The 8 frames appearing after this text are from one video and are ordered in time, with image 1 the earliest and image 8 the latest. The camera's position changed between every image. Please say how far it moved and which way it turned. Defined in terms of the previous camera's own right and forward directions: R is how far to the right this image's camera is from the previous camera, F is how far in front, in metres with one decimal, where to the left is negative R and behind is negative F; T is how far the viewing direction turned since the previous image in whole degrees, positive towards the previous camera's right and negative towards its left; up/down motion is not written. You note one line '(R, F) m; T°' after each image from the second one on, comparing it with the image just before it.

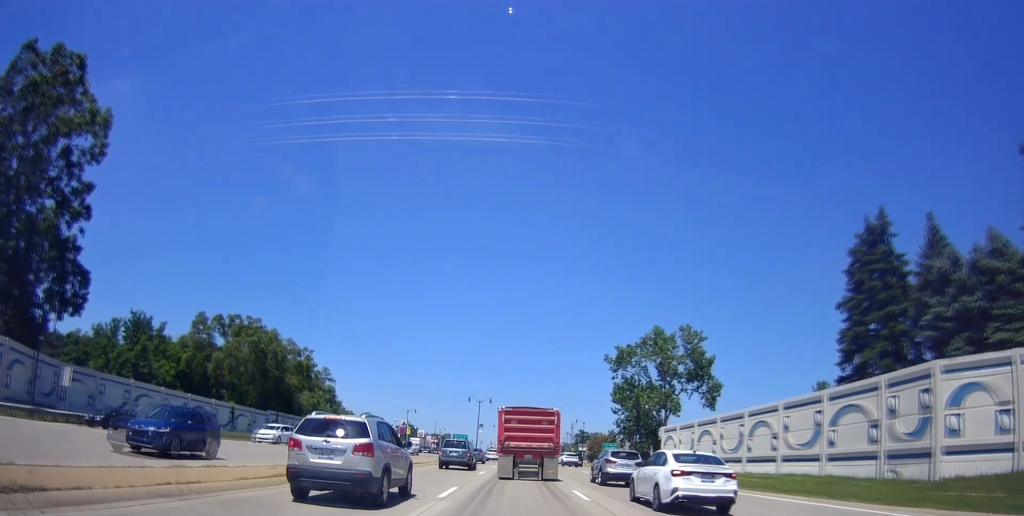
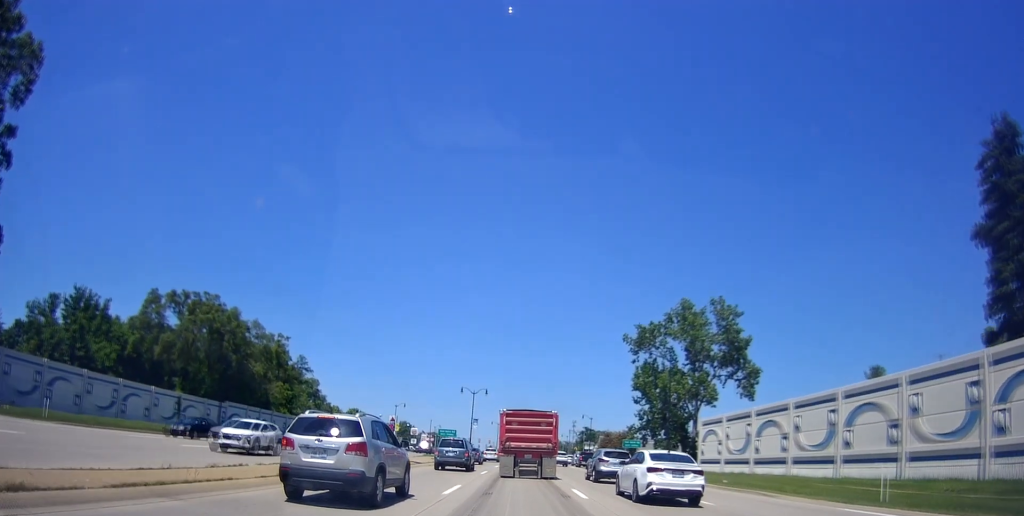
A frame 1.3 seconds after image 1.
(+0.4, +14.6) m; +1°
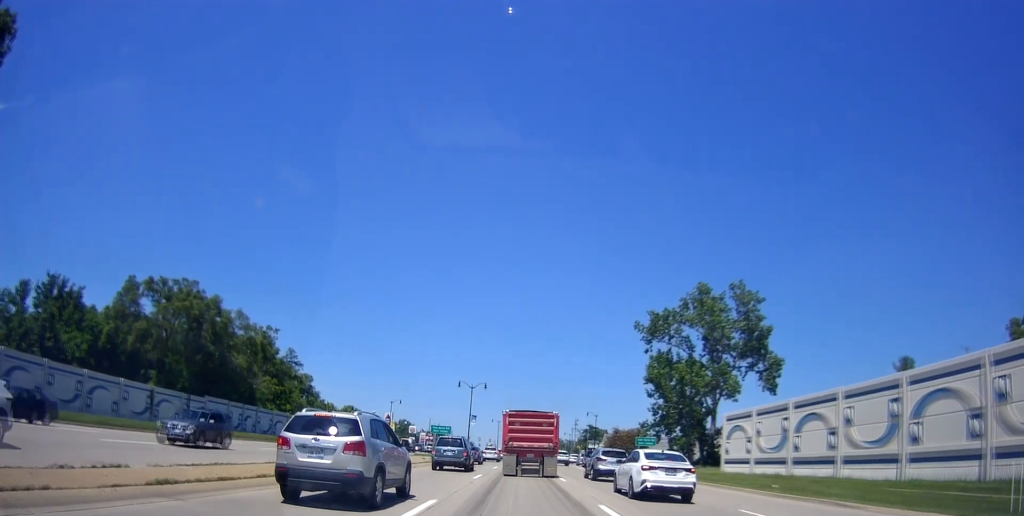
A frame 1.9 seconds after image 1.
(-0.2, +6.3) m; -1°
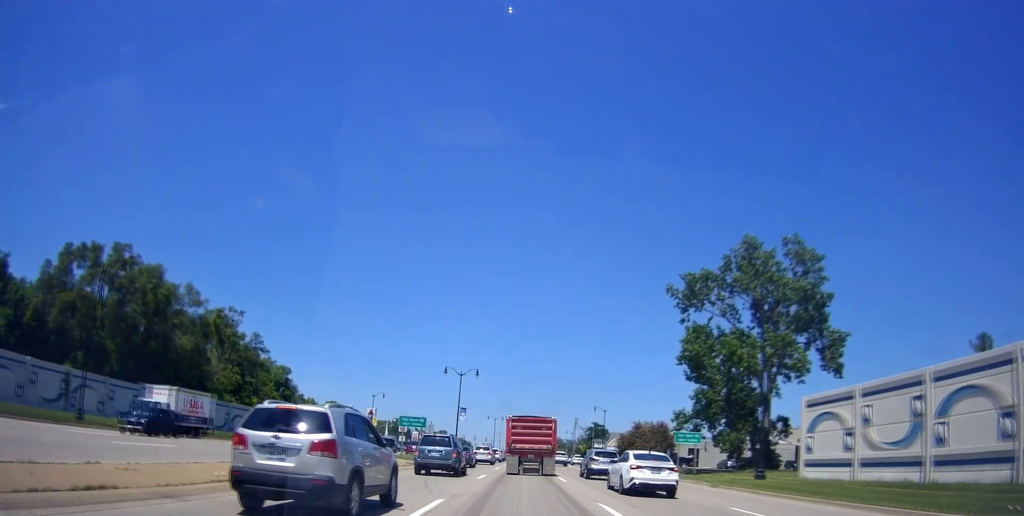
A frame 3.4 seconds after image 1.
(-0.2, +15.0) m; -1°
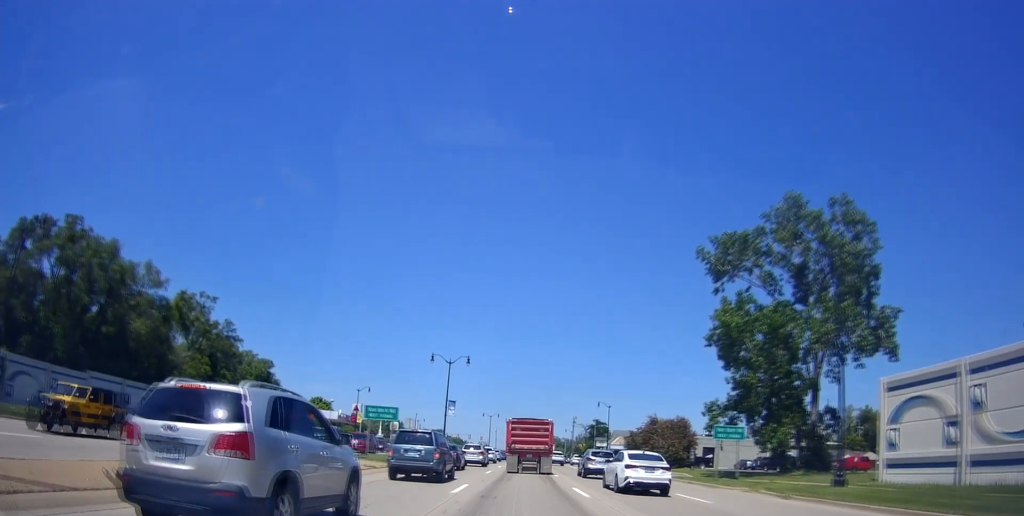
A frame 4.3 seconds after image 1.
(0.0, +8.9) m; 0°
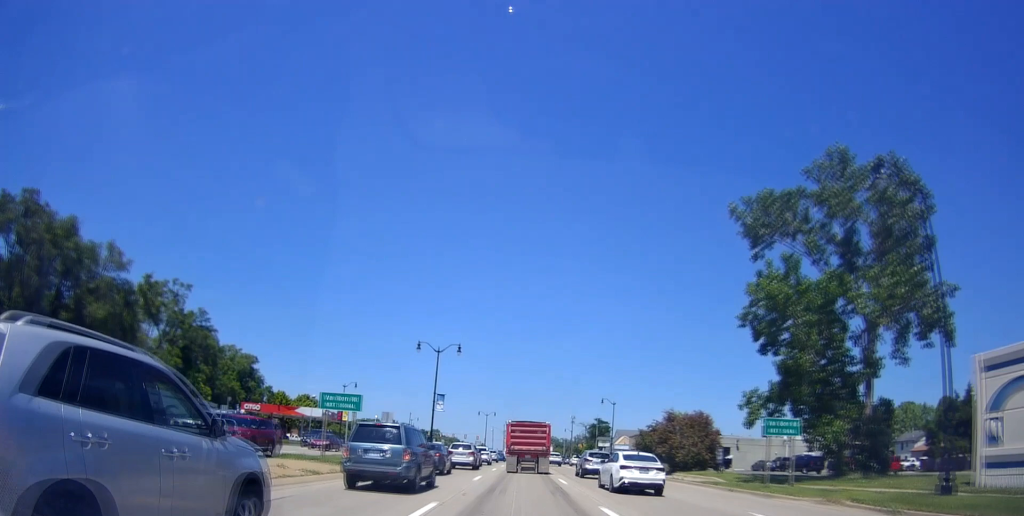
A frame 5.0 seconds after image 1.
(0.0, +7.2) m; +3°
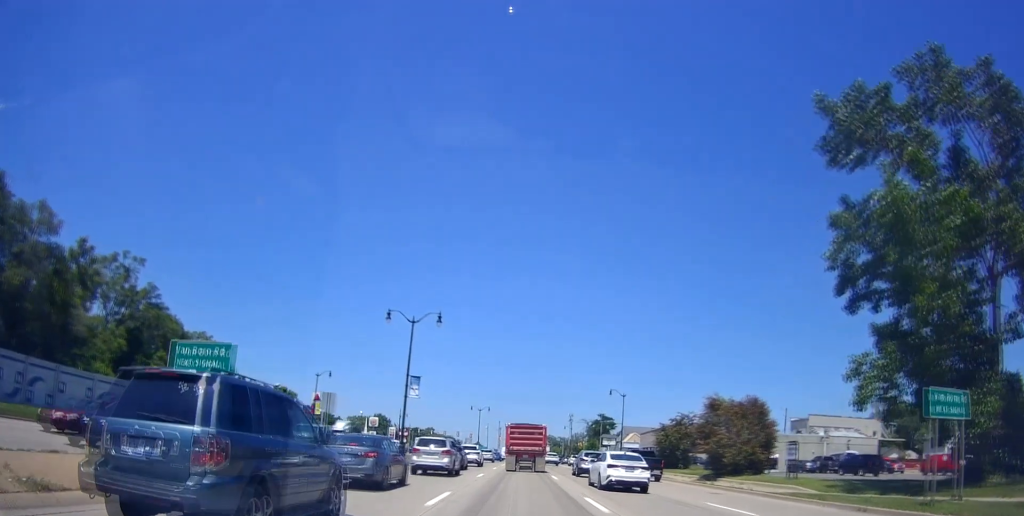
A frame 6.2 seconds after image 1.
(+0.7, +11.6) m; +1°
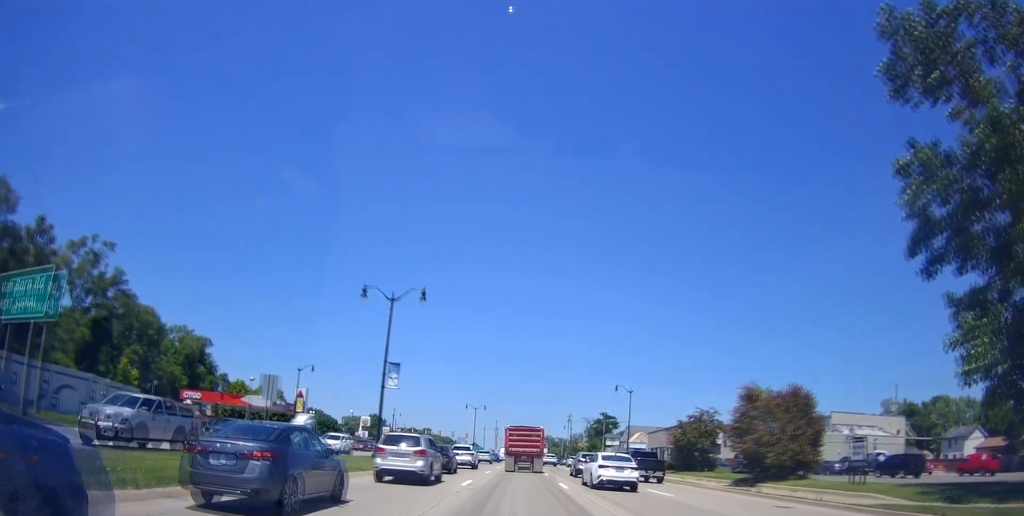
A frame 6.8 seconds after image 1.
(-0.3, +6.6) m; -1°
